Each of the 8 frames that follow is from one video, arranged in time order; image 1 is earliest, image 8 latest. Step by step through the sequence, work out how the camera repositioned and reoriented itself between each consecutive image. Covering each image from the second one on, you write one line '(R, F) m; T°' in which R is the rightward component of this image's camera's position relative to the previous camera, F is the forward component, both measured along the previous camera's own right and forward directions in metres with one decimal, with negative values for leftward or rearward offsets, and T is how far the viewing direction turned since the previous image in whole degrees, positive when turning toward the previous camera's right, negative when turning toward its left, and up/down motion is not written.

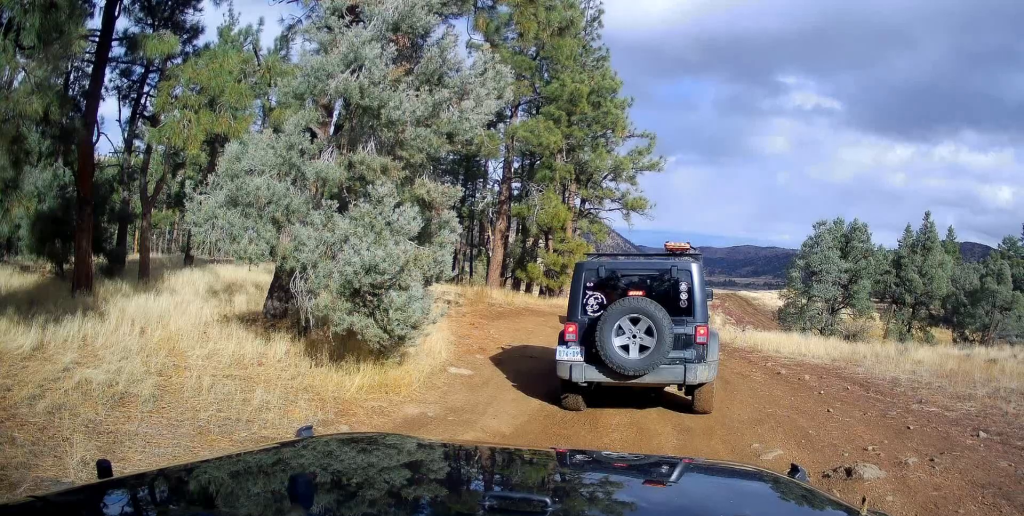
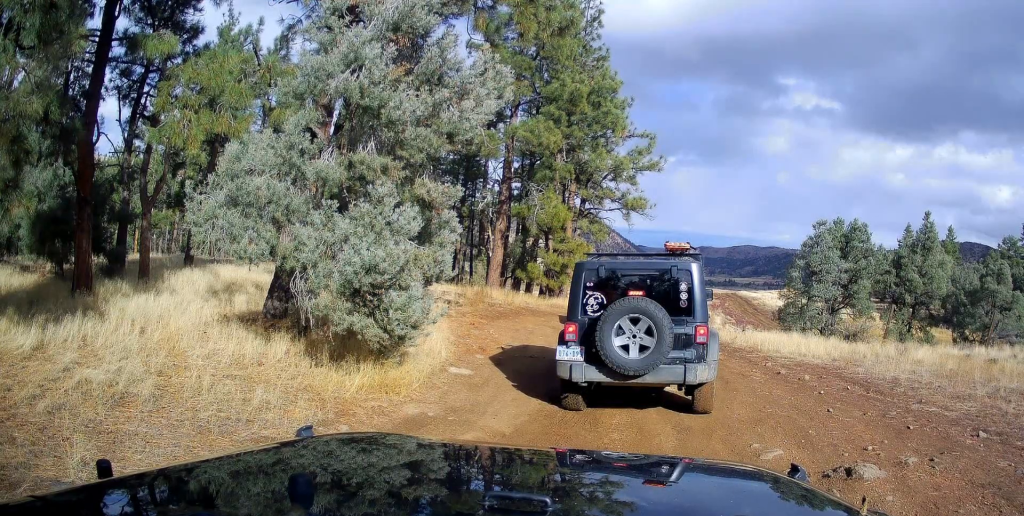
(0.0, 0.0) m; 0°
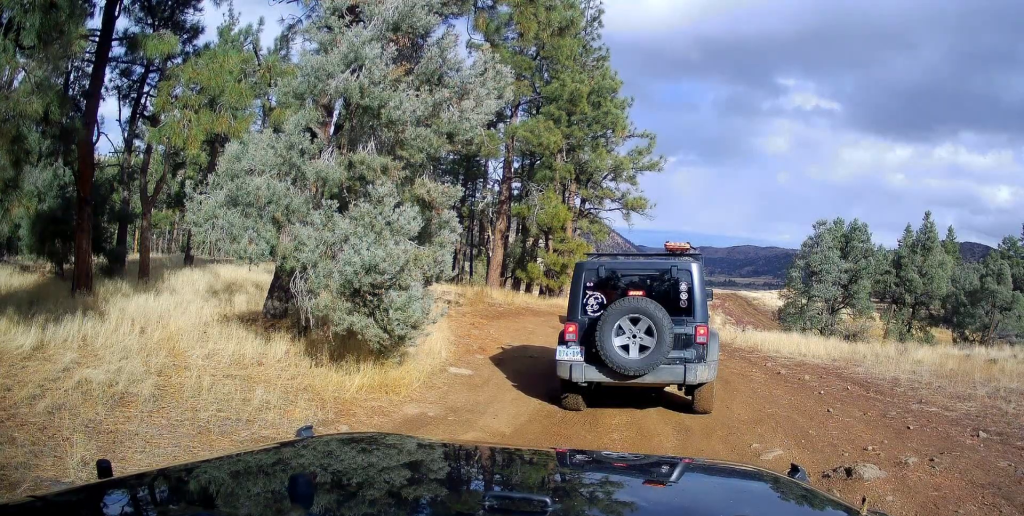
(0.0, 0.0) m; 0°
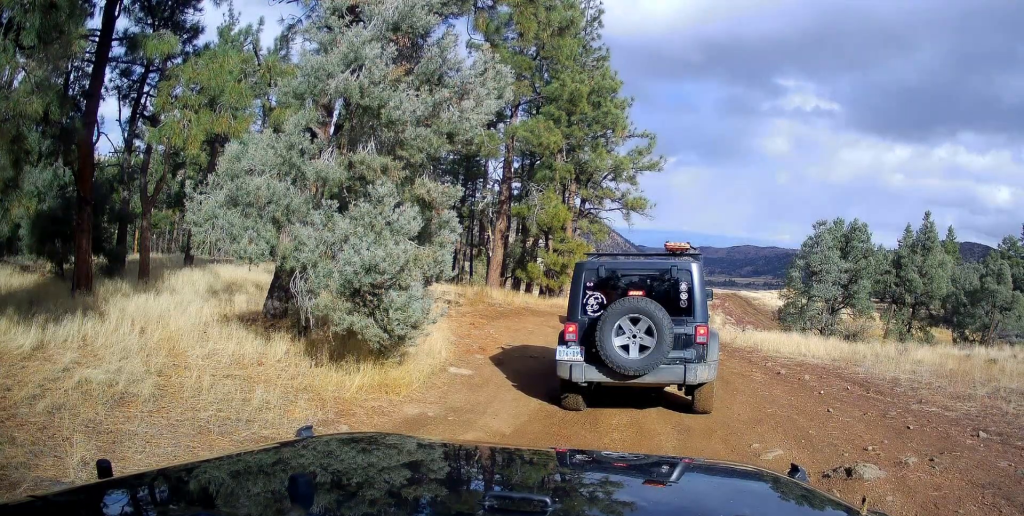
(0.0, 0.0) m; 0°
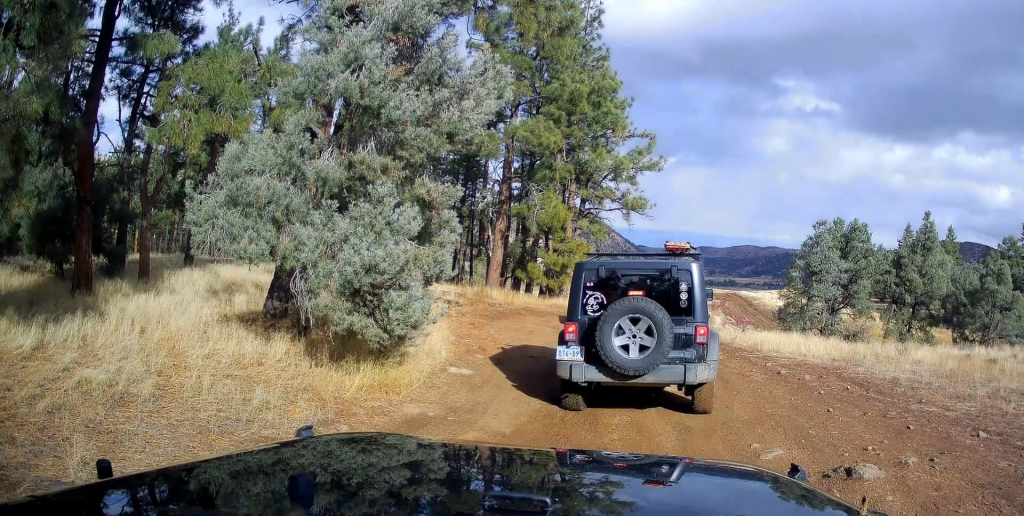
(0.0, 0.0) m; 0°
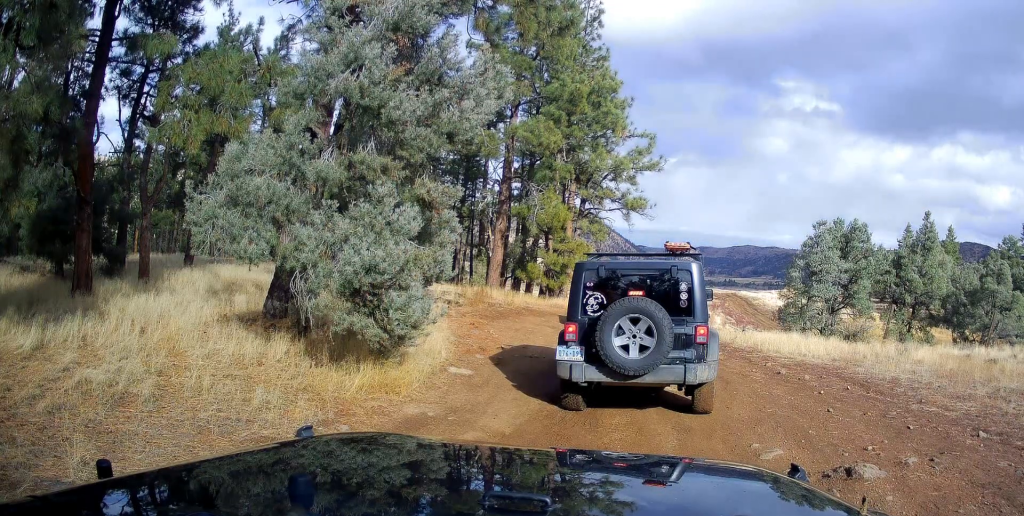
(0.0, 0.0) m; 0°
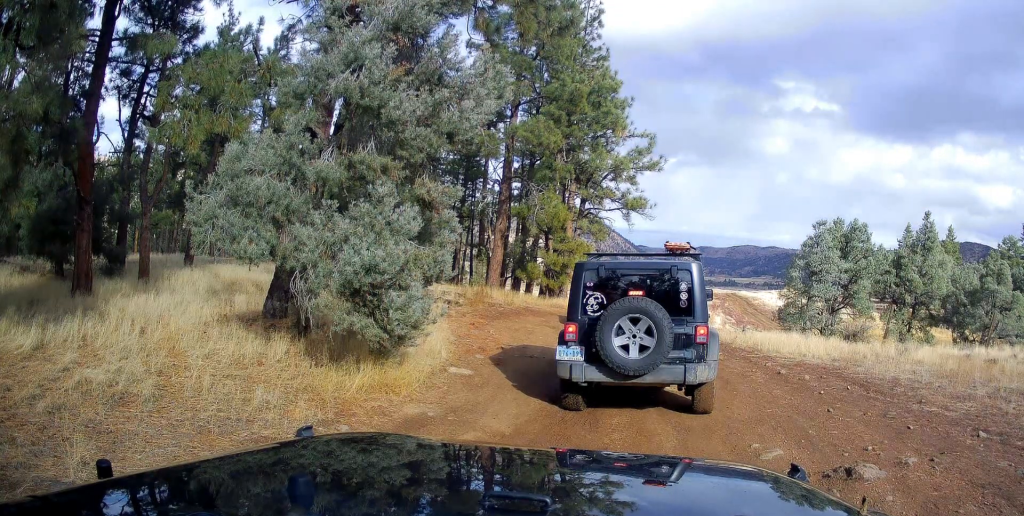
(0.0, 0.0) m; 0°
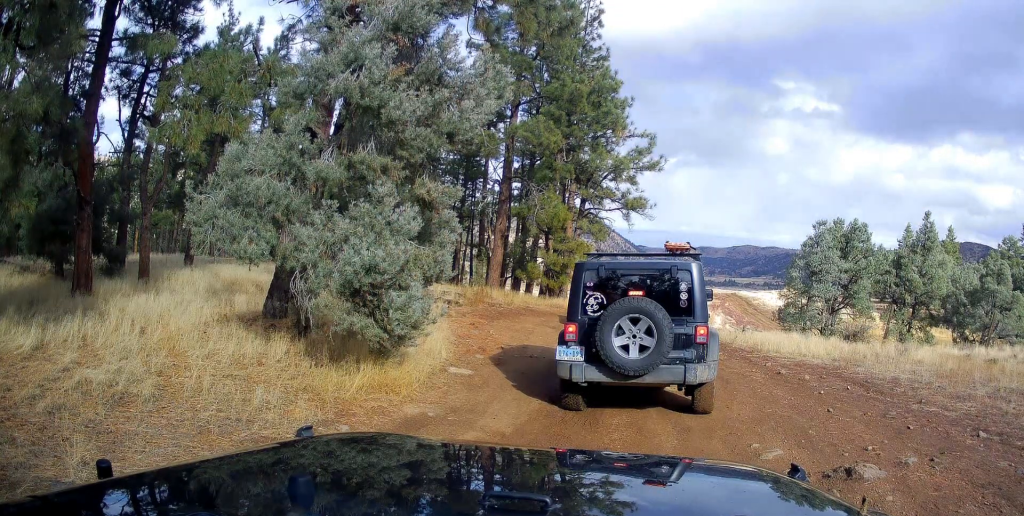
(0.0, 0.0) m; 0°
